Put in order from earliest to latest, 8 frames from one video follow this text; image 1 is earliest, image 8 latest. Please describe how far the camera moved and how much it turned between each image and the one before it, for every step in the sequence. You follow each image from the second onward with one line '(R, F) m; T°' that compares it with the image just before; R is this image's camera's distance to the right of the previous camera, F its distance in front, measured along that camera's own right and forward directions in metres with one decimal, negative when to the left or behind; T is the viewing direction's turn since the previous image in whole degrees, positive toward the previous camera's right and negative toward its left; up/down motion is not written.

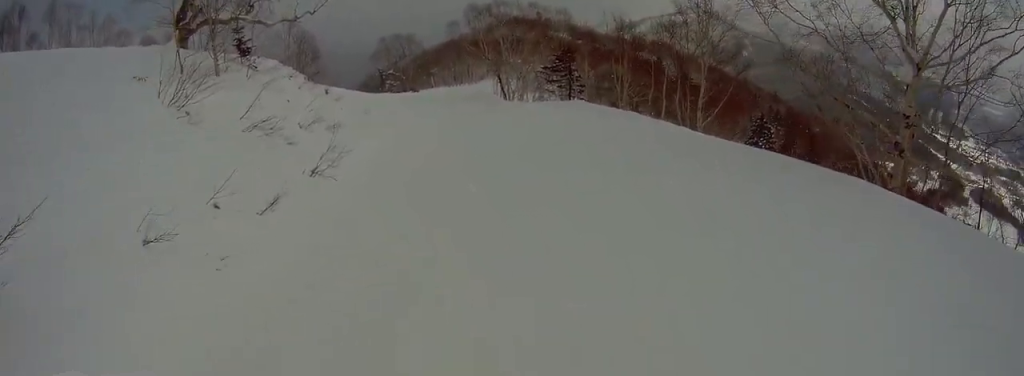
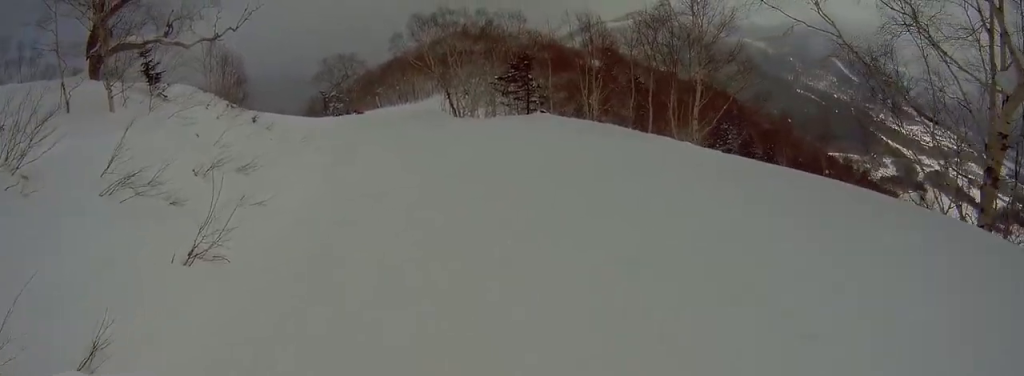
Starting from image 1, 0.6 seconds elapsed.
(+0.7, +3.7) m; +1°
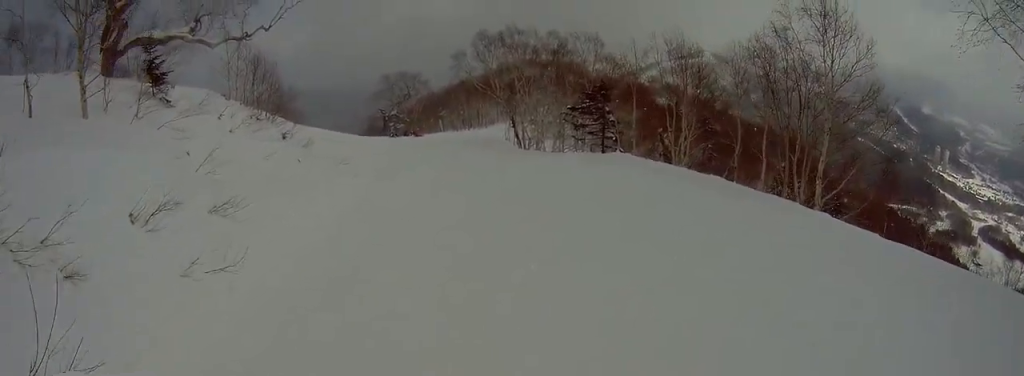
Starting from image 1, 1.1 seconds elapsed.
(-0.1, +3.8) m; -2°
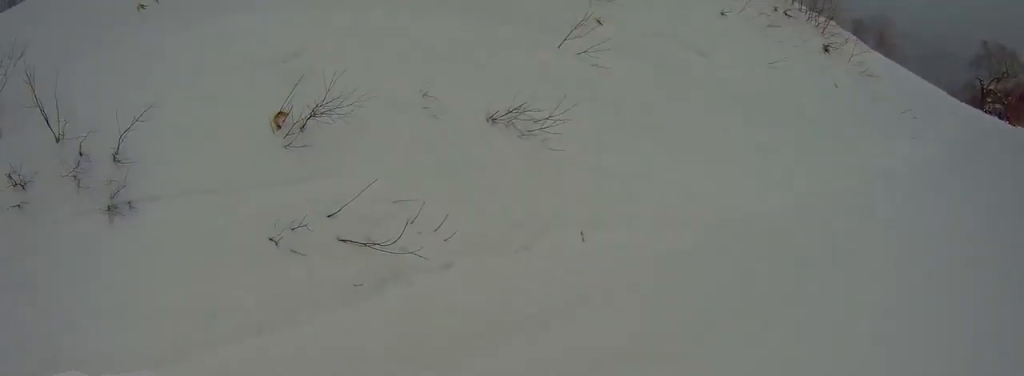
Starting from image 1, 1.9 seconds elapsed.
(-0.6, +5.3) m; -4°
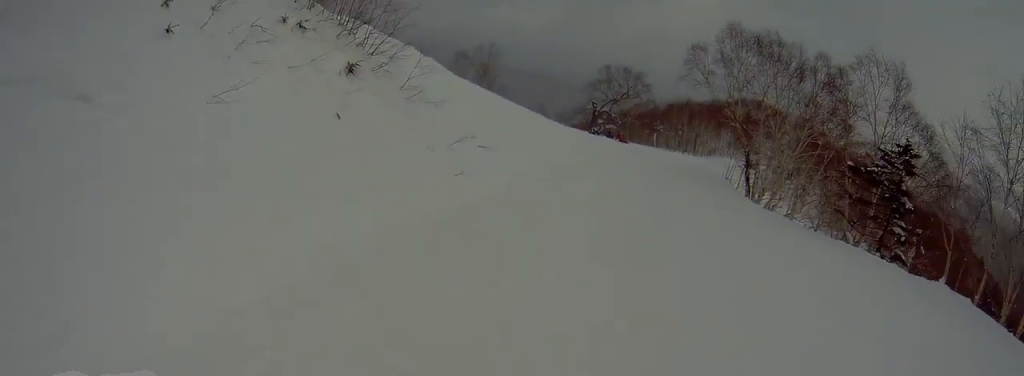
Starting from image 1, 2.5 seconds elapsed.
(+0.1, +4.3) m; +6°
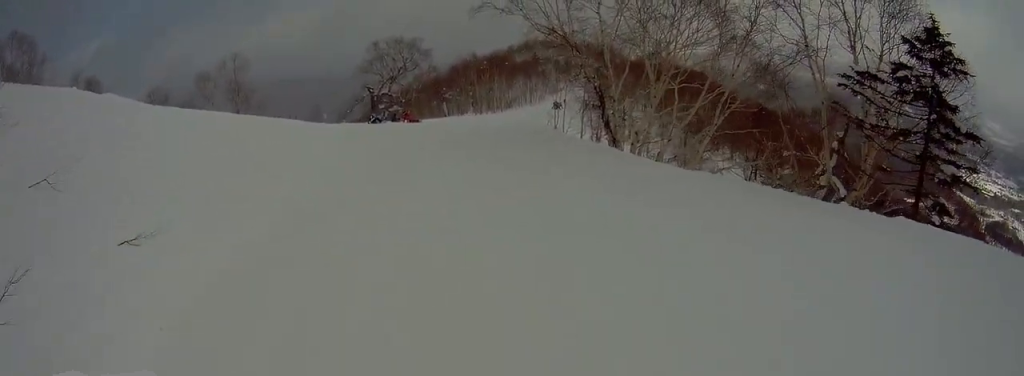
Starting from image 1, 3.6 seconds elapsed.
(+0.8, +7.4) m; +10°
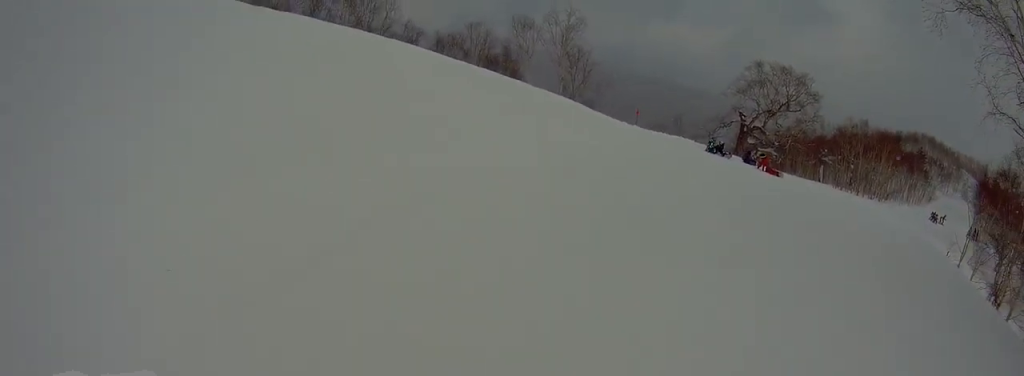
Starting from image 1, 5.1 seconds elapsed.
(-0.4, +9.1) m; -11°
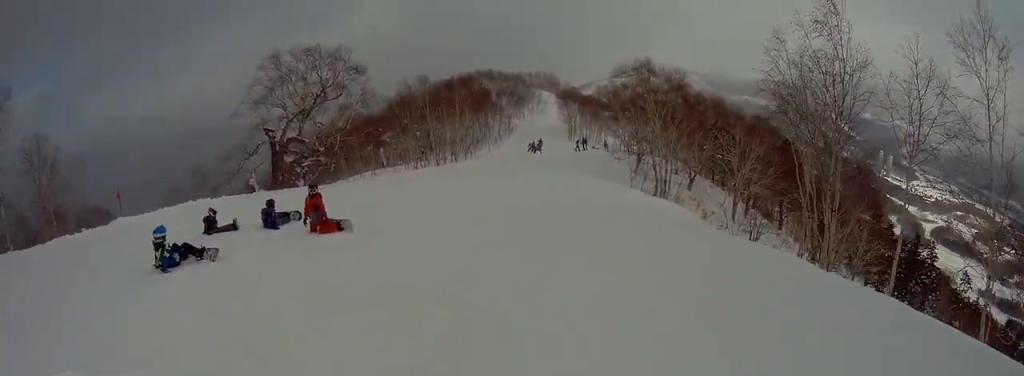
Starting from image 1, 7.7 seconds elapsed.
(+1.5, +14.8) m; +2°
